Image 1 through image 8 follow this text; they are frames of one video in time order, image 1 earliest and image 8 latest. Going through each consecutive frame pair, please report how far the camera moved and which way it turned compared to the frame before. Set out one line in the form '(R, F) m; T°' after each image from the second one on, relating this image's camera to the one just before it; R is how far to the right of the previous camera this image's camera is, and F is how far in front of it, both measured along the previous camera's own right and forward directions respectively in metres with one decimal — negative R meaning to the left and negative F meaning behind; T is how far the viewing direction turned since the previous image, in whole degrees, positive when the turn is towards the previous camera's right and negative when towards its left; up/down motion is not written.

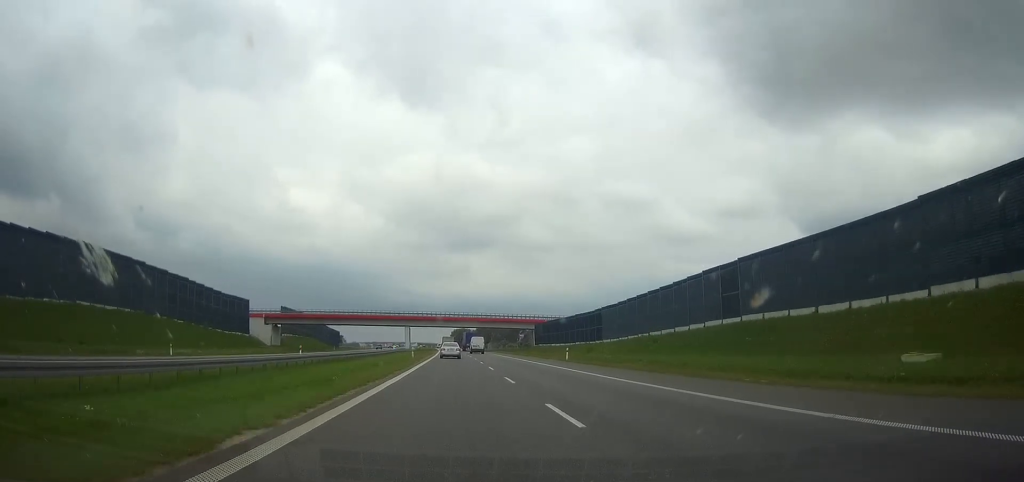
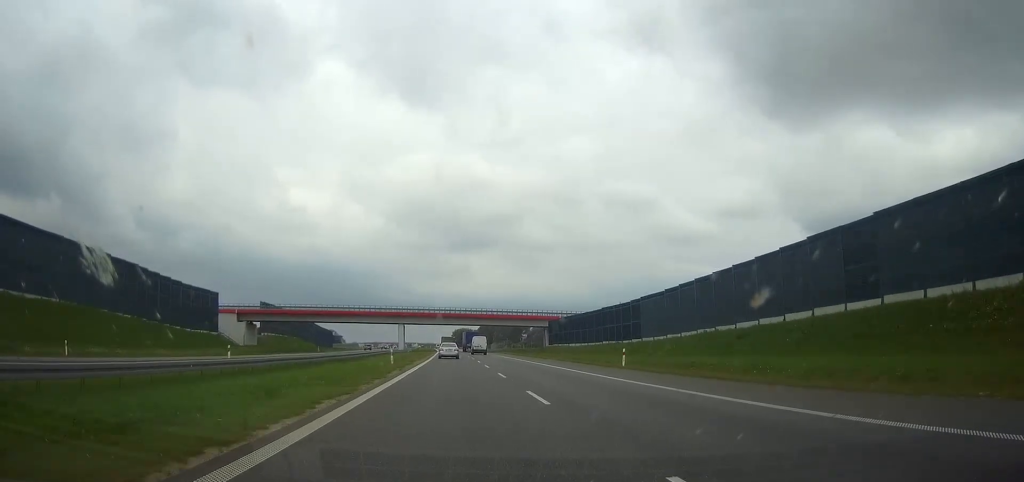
(0.0, +20.1) m; 0°
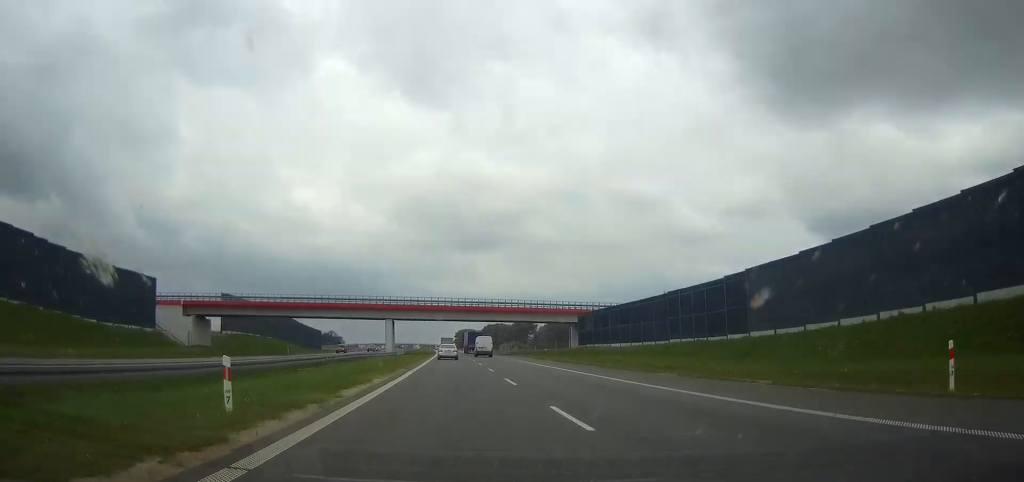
(-0.1, +28.6) m; 0°
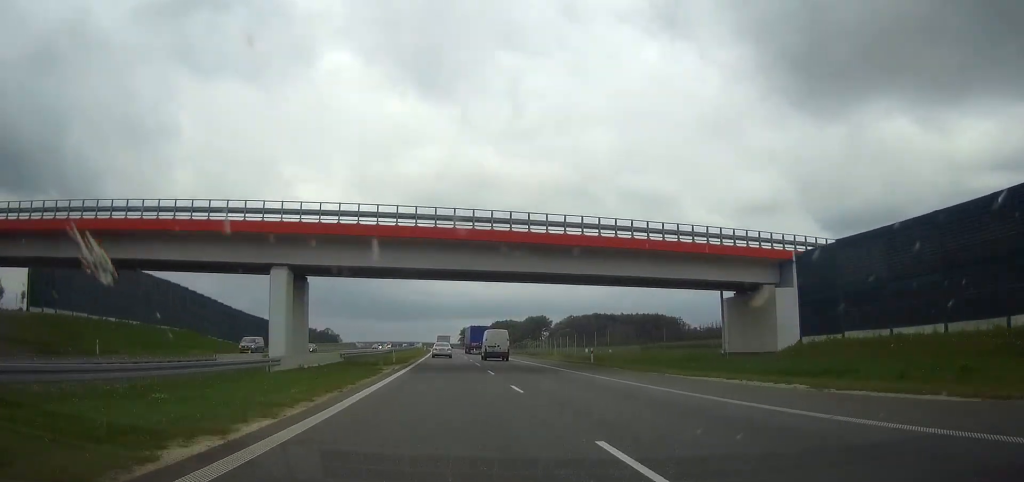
(-0.4, +65.7) m; -1°
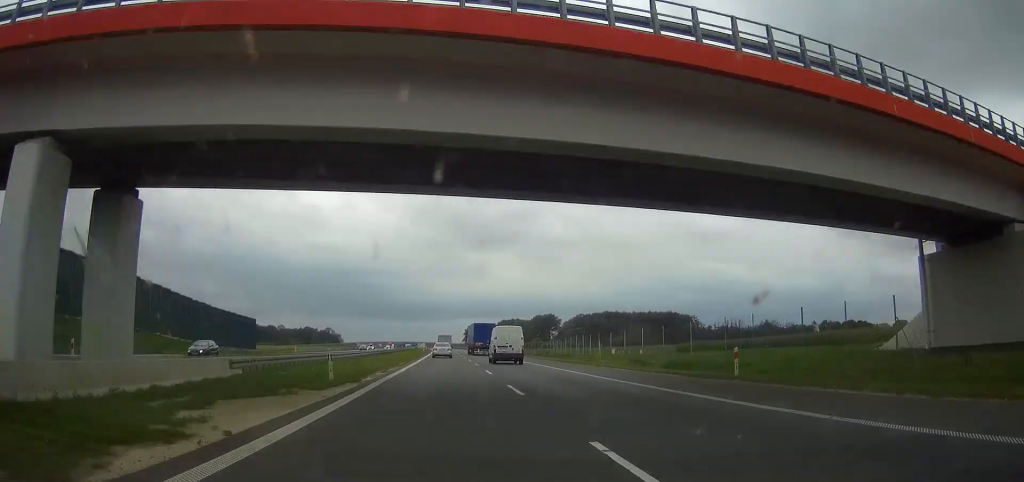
(0.0, +24.3) m; 0°
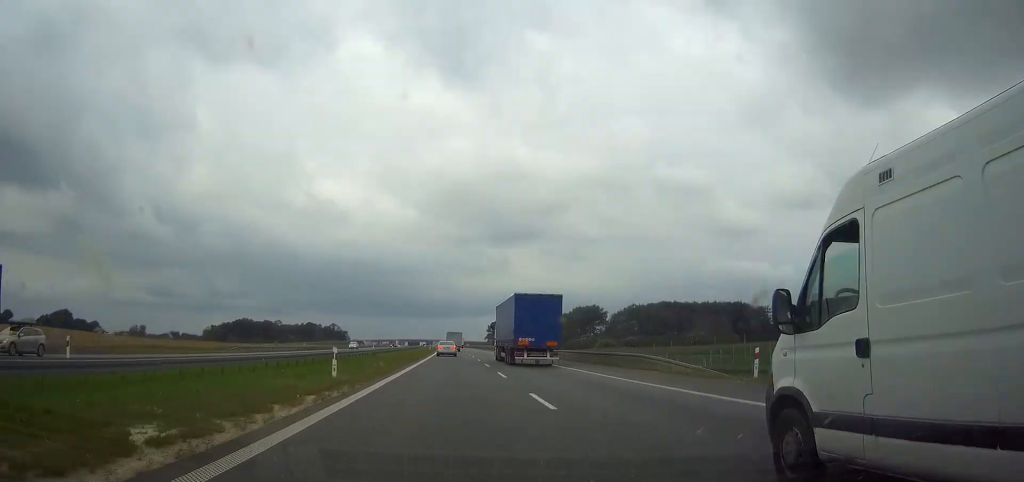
(-1.0, +101.0) m; -1°
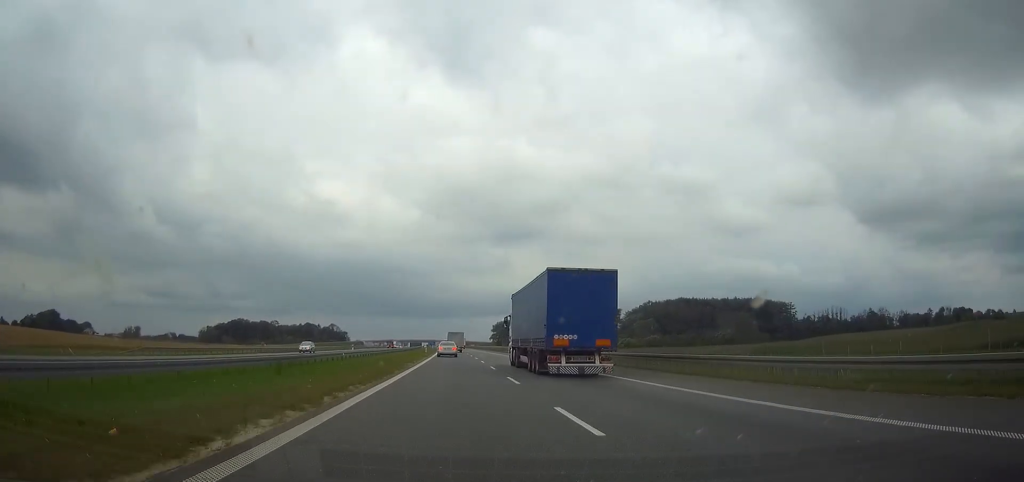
(-0.1, +28.3) m; 0°
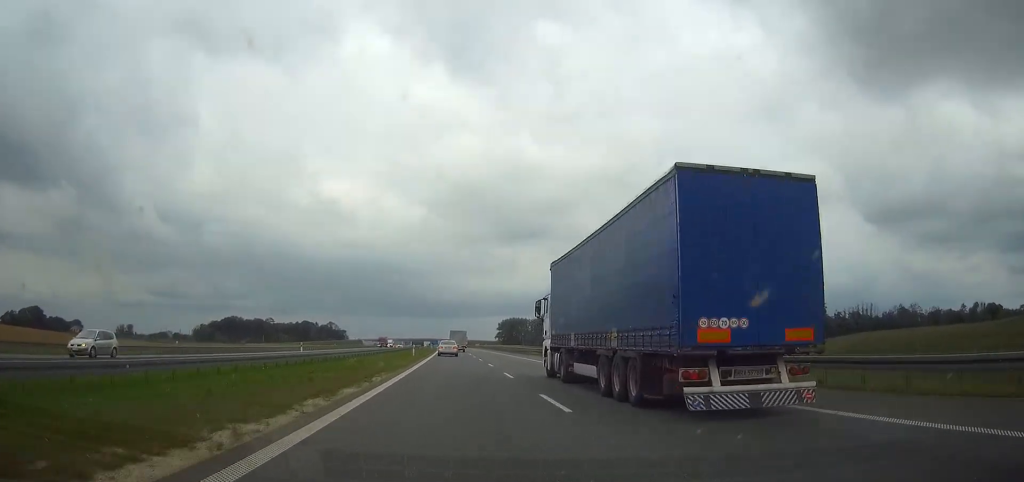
(-0.1, +33.6) m; 0°
